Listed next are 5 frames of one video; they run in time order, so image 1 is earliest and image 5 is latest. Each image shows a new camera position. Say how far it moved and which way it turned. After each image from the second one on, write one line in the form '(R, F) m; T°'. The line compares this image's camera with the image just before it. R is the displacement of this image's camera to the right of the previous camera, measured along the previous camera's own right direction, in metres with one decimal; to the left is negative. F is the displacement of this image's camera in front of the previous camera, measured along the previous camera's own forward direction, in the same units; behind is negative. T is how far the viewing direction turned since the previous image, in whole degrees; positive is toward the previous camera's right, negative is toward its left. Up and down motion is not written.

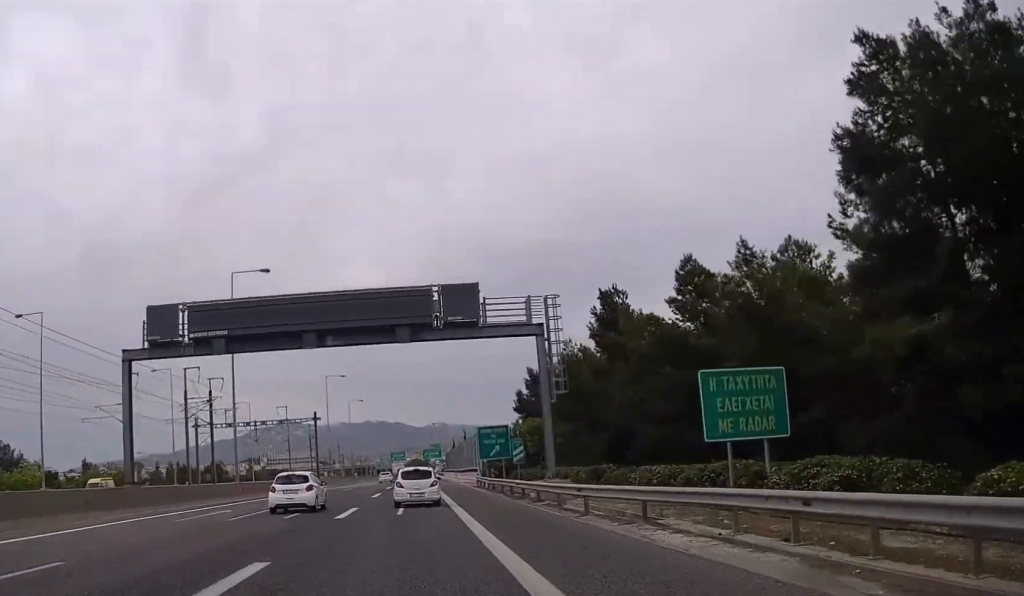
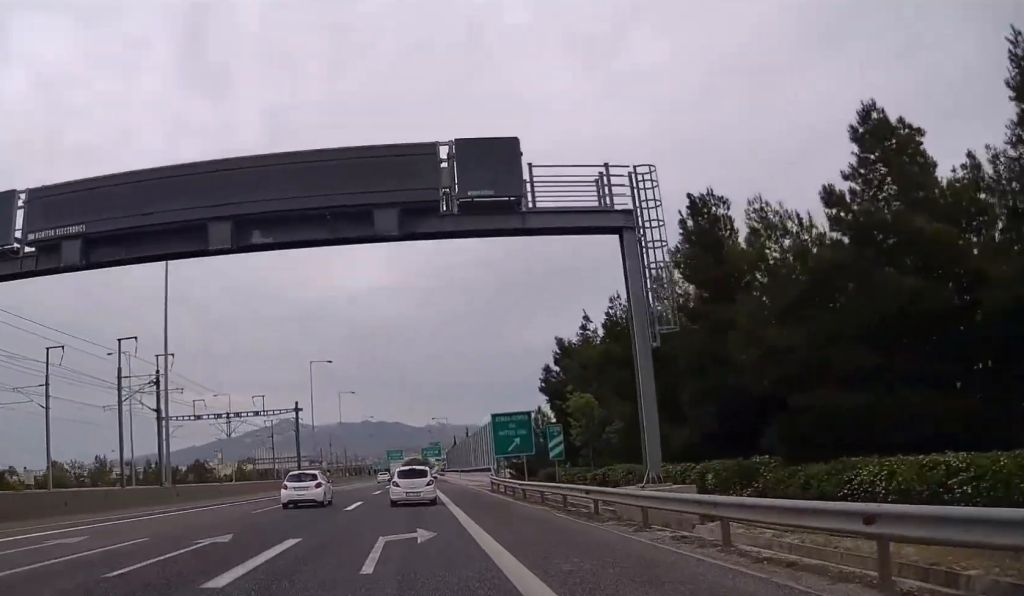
(0.0, +13.7) m; 0°
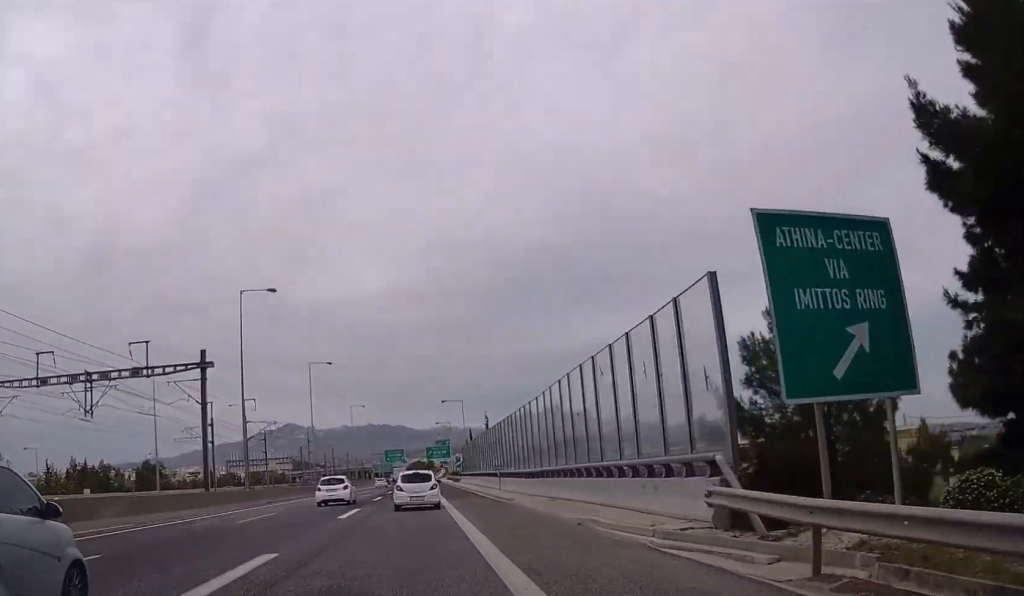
(0.0, +38.3) m; 0°
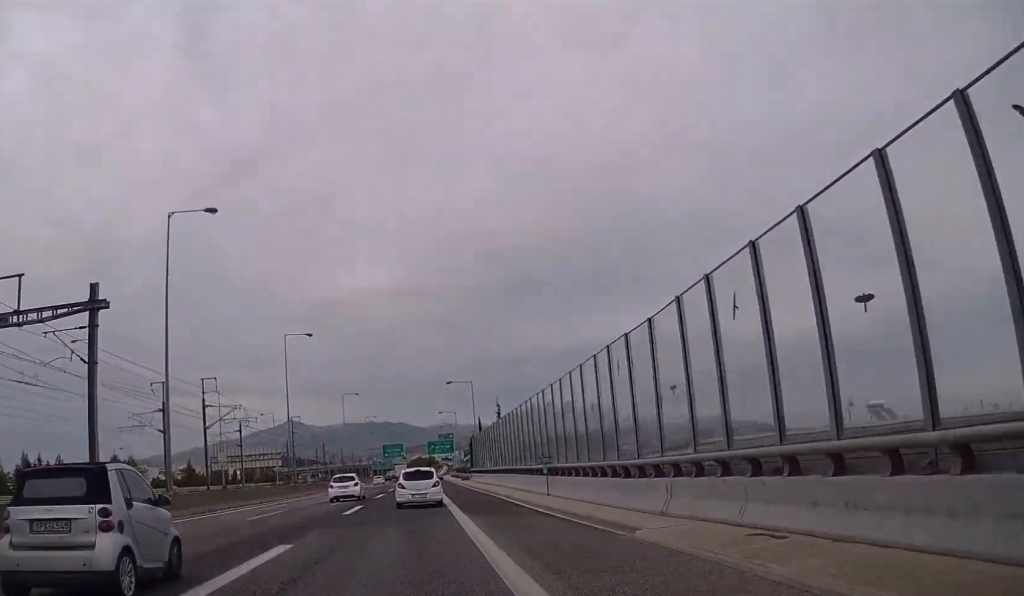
(0.0, +16.8) m; 0°
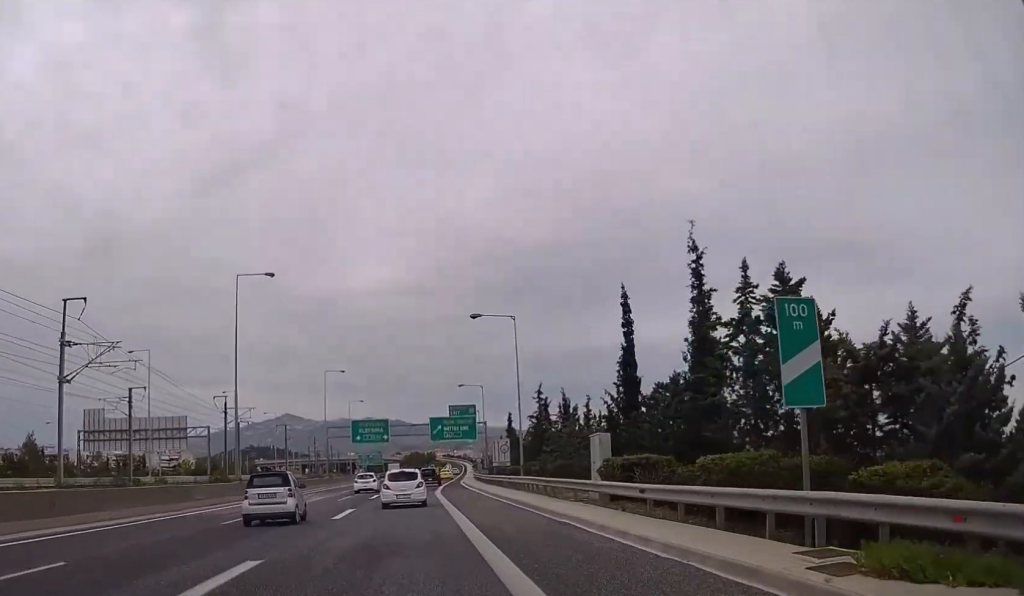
(-0.2, +74.9) m; 0°
